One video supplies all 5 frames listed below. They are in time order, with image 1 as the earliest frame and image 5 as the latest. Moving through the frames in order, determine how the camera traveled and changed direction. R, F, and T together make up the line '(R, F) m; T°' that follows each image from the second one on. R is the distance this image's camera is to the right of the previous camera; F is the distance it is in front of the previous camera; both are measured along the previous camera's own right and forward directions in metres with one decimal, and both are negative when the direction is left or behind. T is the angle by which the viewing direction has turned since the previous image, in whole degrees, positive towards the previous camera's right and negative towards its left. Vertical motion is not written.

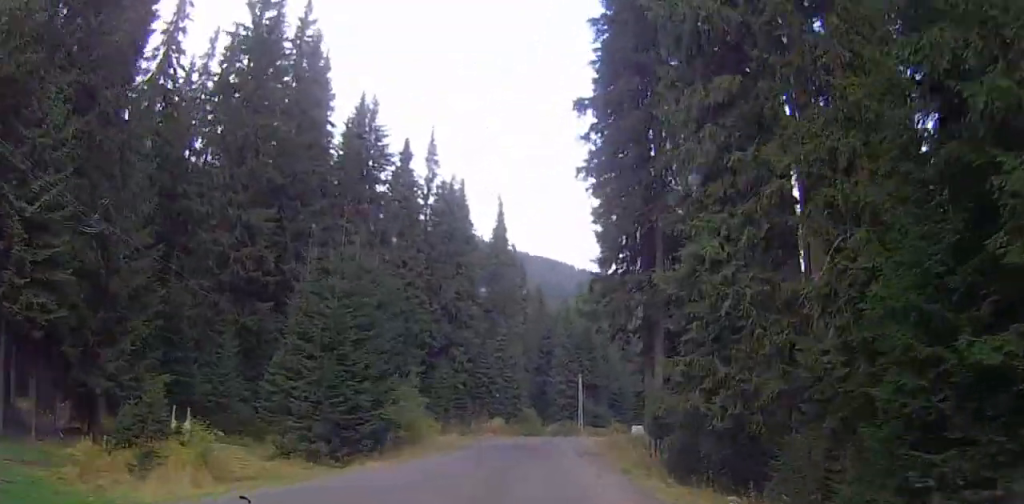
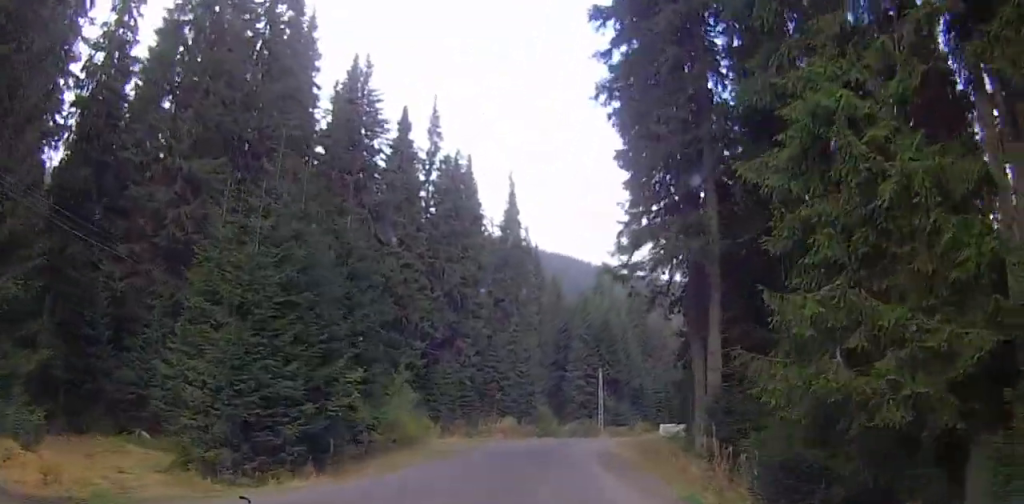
(+0.1, +9.1) m; -2°
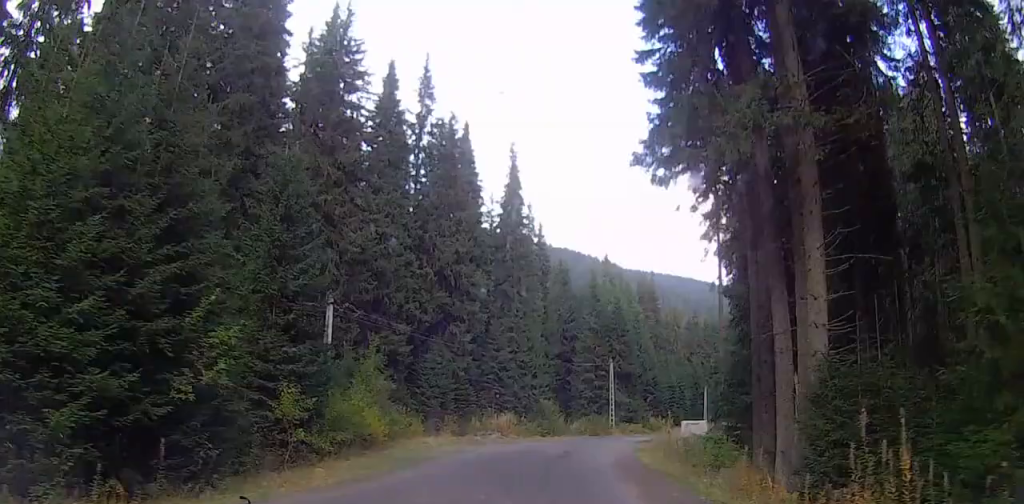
(-0.6, +9.8) m; -1°
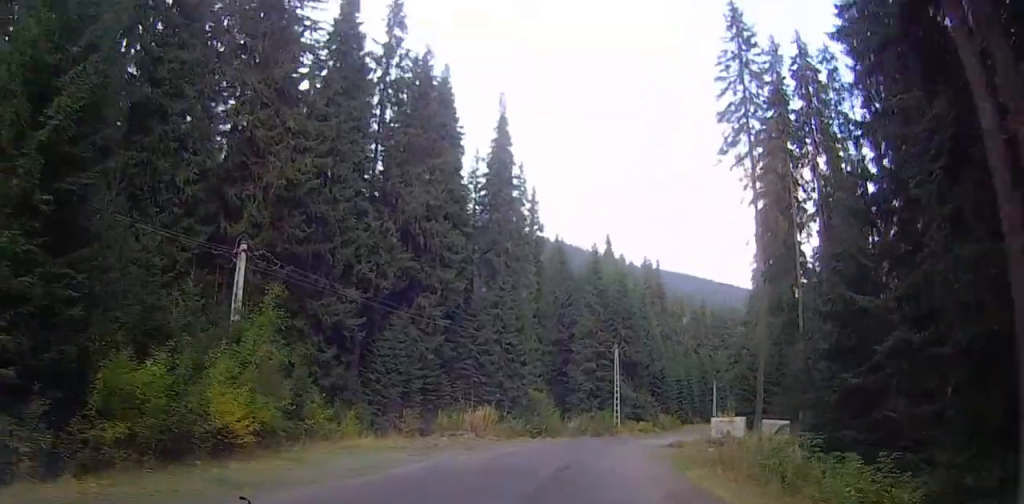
(0.0, +14.1) m; 0°
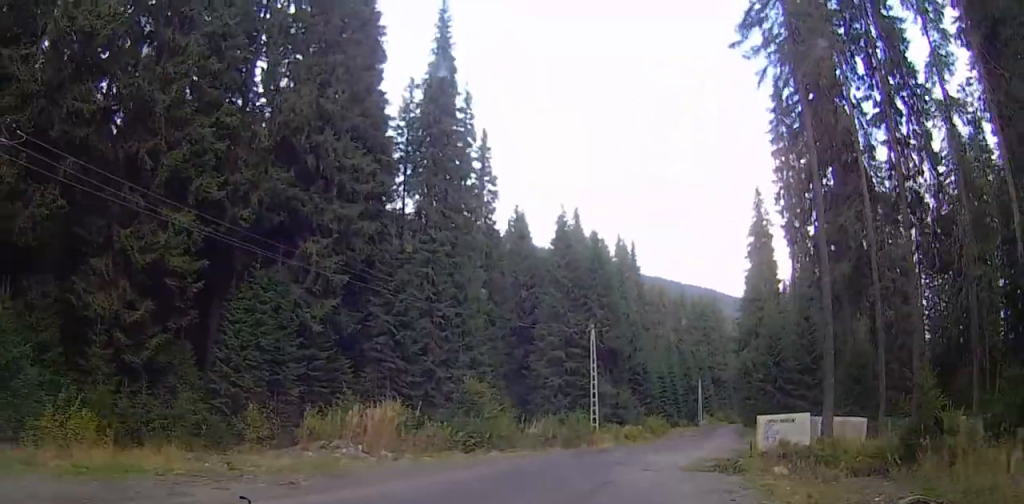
(+0.2, +17.9) m; +3°
